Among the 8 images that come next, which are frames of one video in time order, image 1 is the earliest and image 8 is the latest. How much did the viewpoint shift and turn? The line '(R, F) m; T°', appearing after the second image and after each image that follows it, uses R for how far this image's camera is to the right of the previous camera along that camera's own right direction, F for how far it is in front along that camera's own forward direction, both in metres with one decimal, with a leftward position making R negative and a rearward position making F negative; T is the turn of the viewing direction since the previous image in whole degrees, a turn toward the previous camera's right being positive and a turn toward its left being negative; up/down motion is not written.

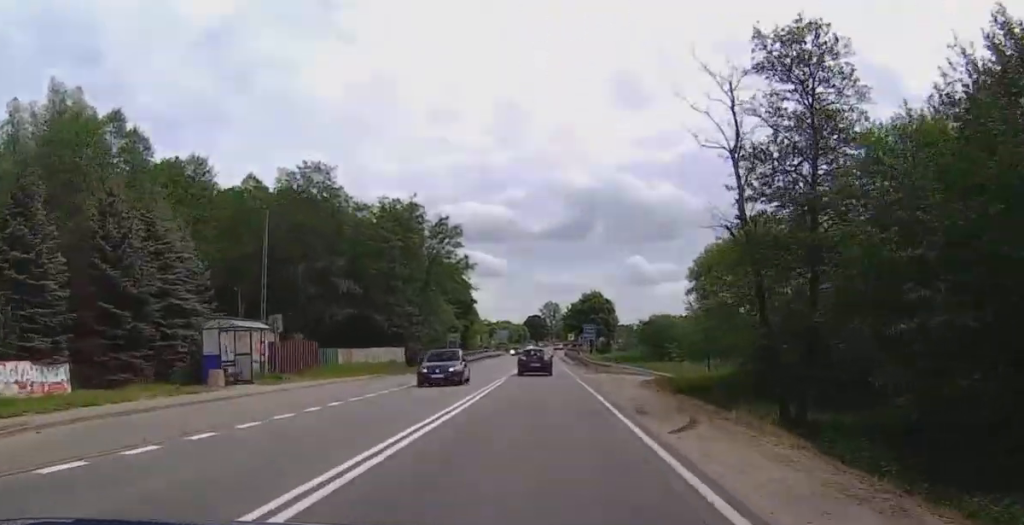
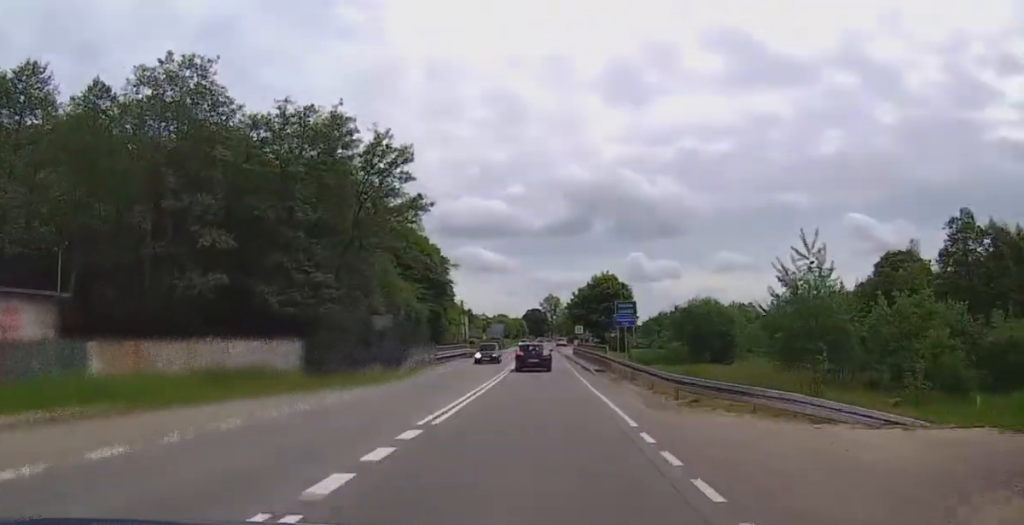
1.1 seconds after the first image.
(+0.3, +27.0) m; +1°
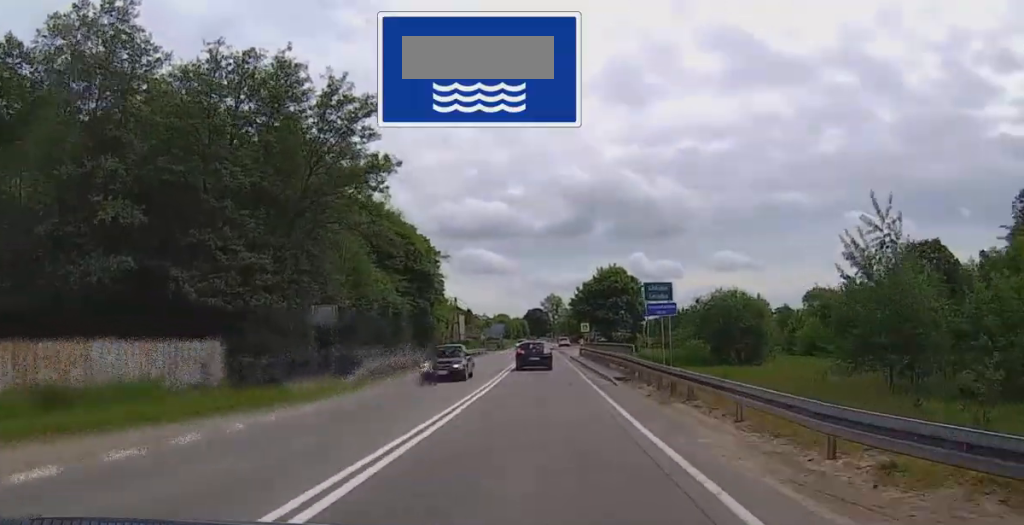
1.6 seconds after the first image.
(0.0, +9.7) m; +1°
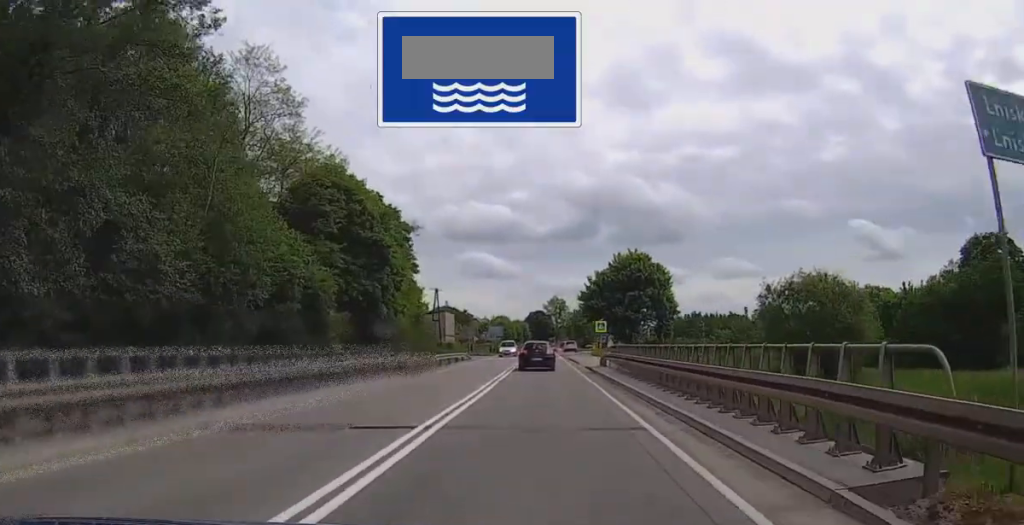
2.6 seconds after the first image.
(+0.3, +22.0) m; 0°
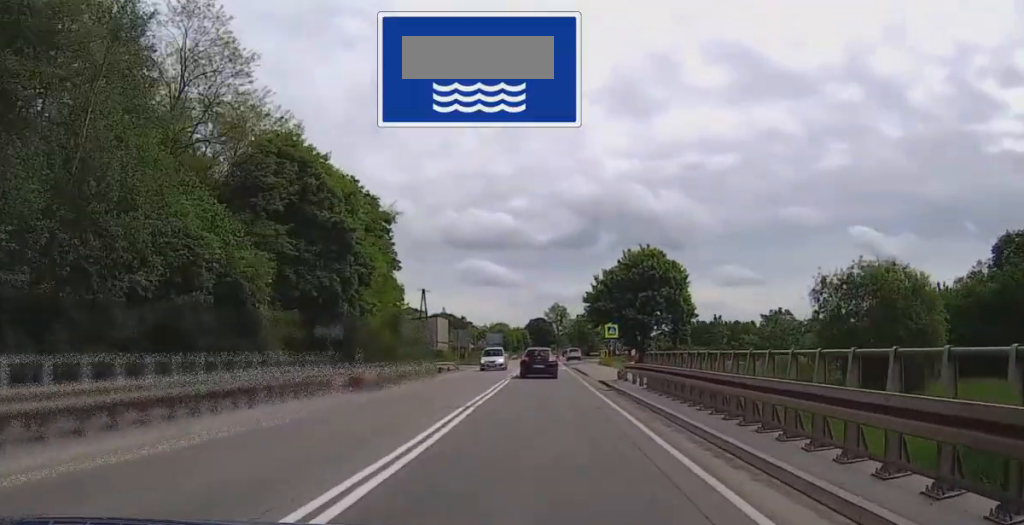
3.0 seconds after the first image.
(0.0, +10.0) m; -1°
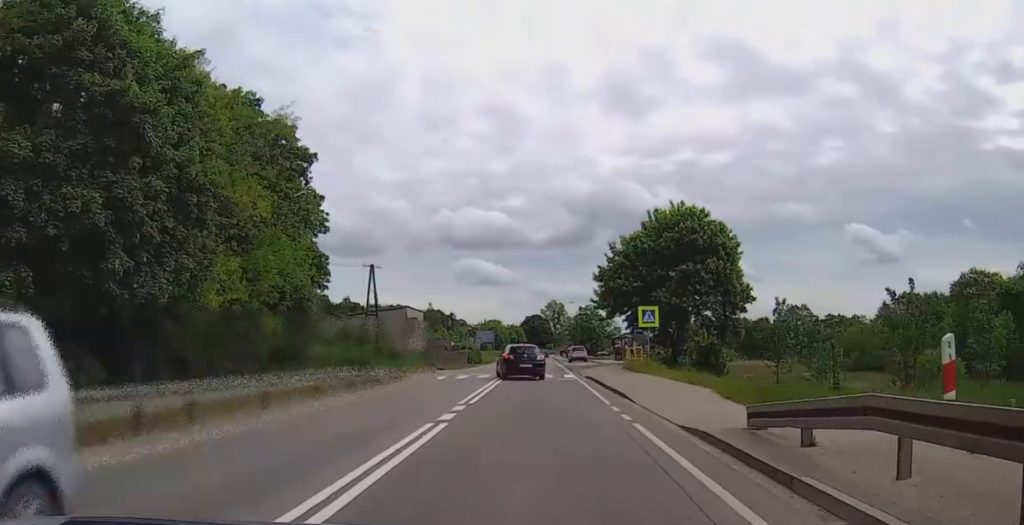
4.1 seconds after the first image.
(-0.5, +20.6) m; -2°
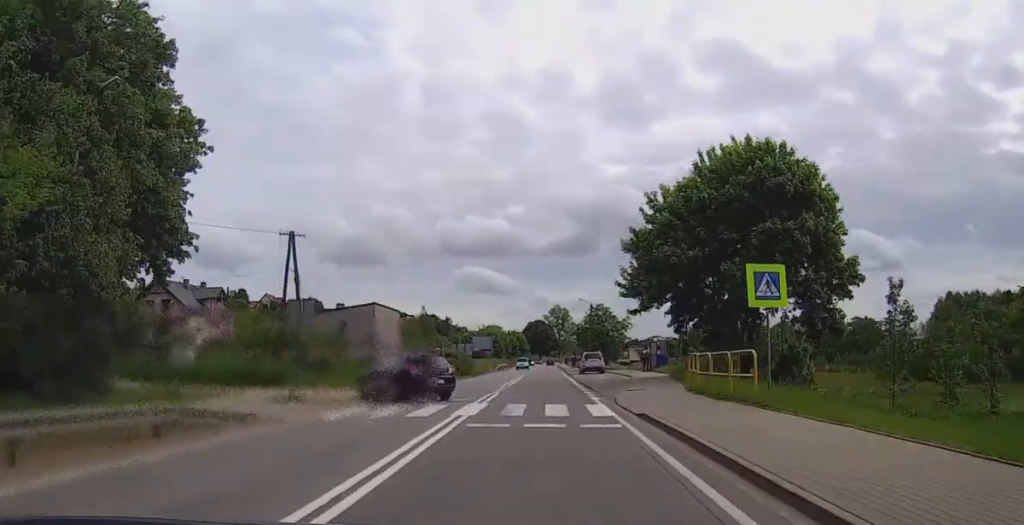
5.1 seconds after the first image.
(-0.3, +15.6) m; +1°
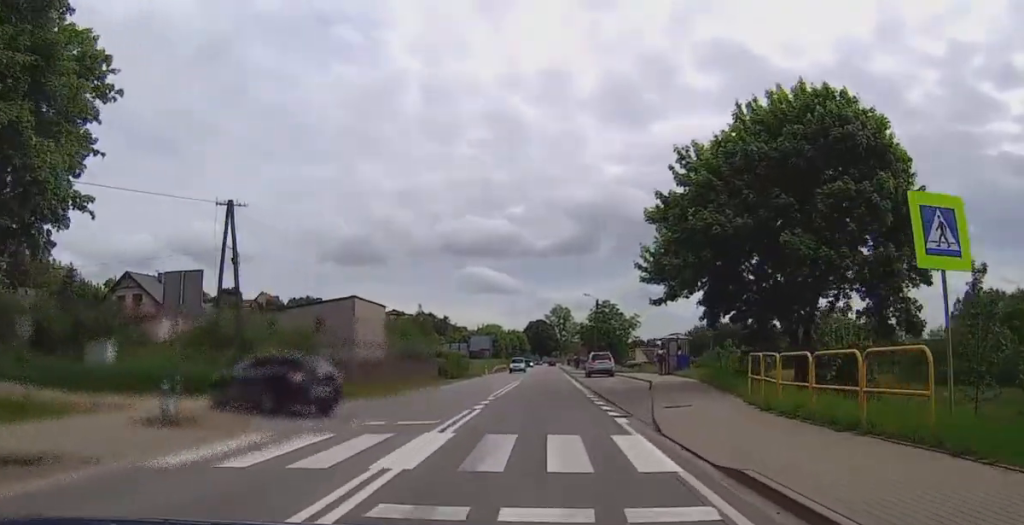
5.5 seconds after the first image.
(+0.2, +7.3) m; +1°
